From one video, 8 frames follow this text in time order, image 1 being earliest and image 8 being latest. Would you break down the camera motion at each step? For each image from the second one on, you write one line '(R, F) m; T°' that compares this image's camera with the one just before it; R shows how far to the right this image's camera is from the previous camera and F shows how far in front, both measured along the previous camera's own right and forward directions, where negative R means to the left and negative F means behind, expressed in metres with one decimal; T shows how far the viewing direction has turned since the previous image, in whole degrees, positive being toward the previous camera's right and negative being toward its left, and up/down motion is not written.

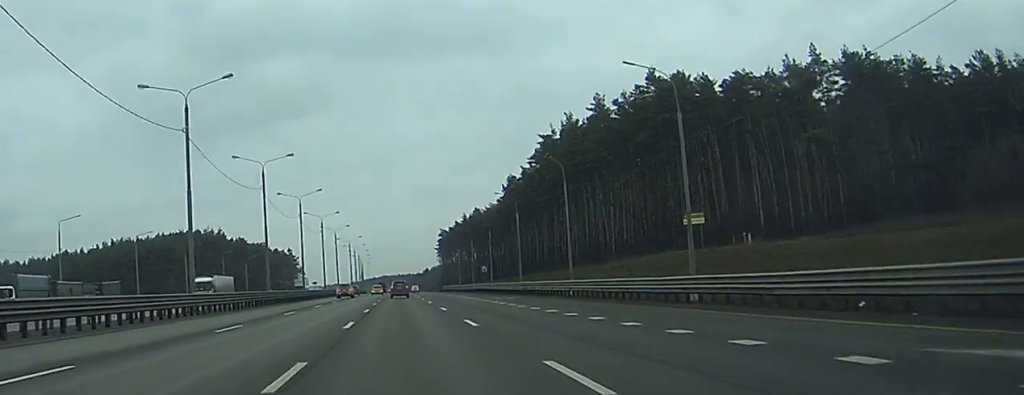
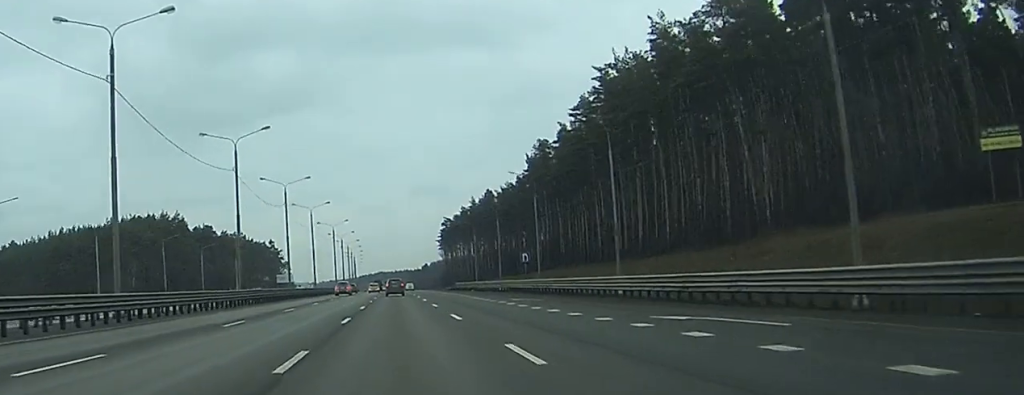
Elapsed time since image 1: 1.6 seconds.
(-0.8, +46.3) m; -1°
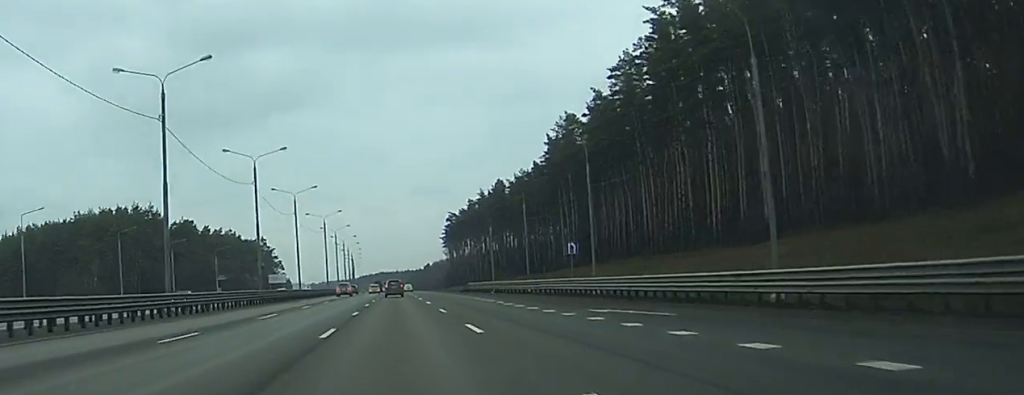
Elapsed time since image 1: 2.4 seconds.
(+0.2, +23.6) m; 0°
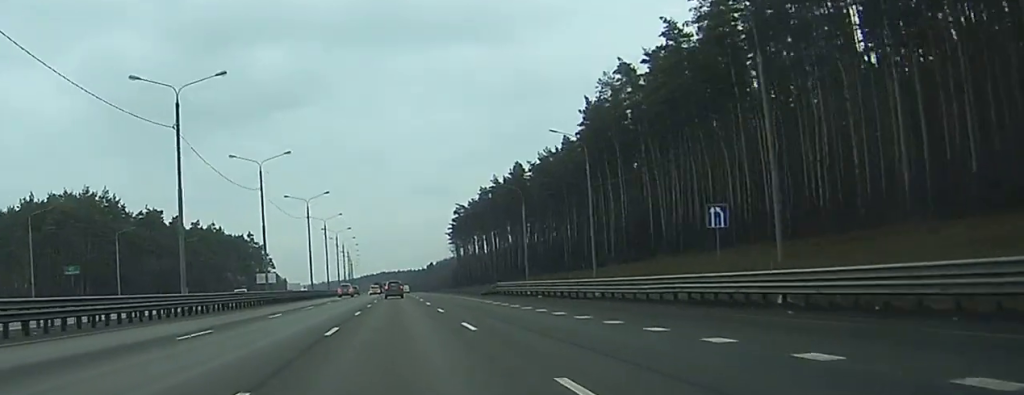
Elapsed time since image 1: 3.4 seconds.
(0.0, +30.4) m; 0°
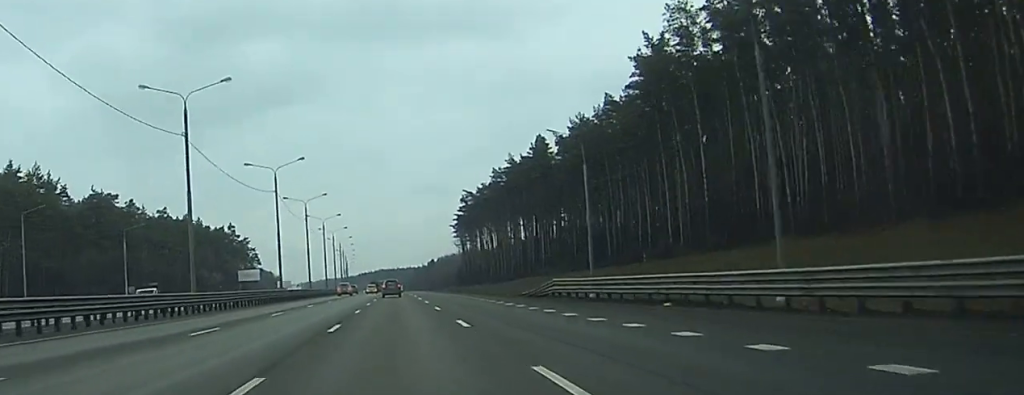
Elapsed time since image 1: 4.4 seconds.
(0.0, +30.4) m; 0°
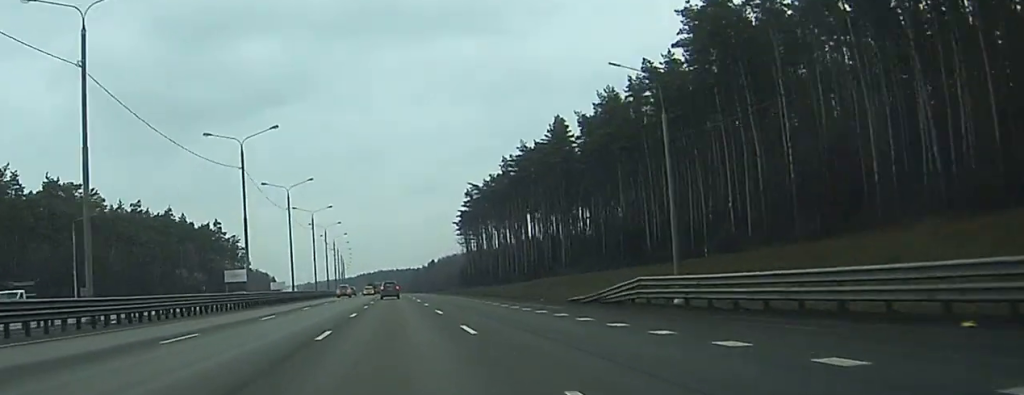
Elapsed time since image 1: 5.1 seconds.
(0.0, +18.6) m; 0°
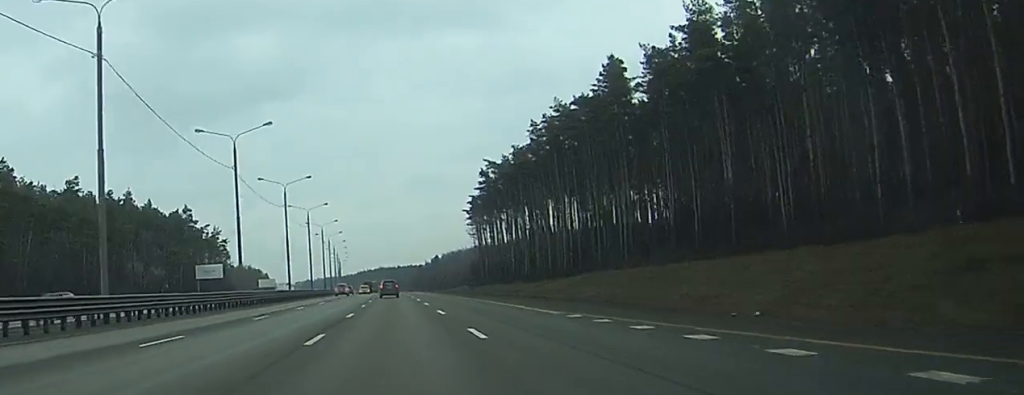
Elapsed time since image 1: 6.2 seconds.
(+0.1, +34.5) m; 0°
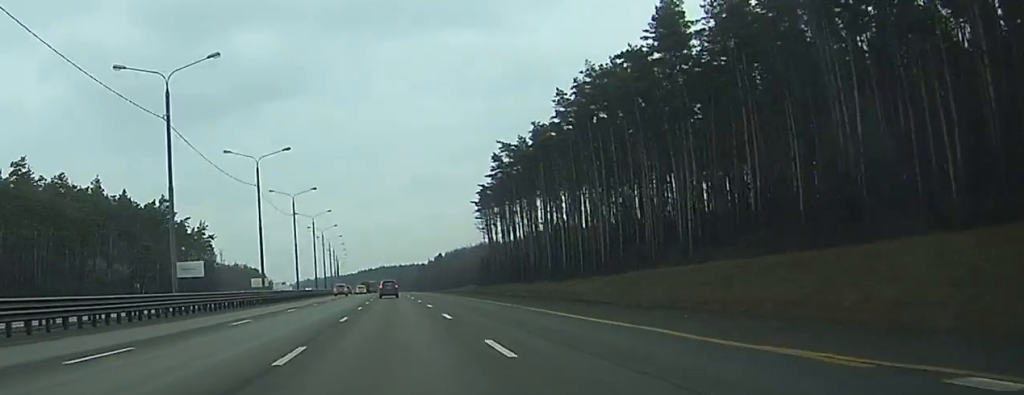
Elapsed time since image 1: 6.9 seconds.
(+0.1, +20.8) m; 0°
